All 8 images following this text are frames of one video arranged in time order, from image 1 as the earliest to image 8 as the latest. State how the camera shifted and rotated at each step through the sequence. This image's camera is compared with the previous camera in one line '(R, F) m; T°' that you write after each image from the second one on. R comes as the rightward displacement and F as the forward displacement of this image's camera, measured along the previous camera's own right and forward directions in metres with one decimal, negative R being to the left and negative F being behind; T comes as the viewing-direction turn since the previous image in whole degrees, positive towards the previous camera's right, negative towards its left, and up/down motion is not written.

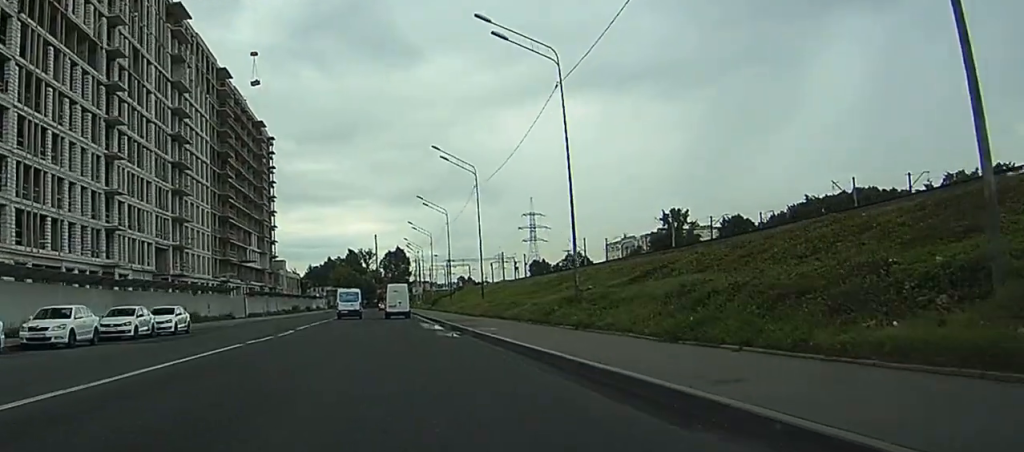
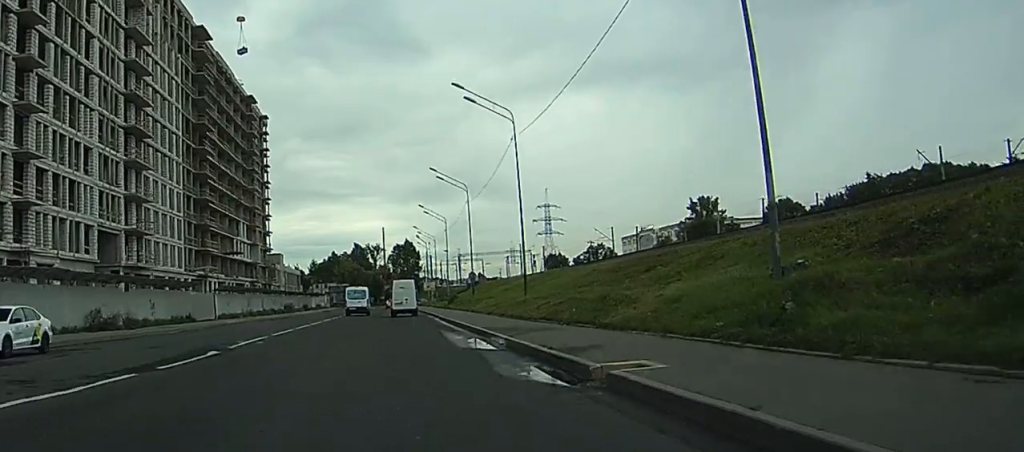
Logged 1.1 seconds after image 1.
(-0.6, +19.3) m; -1°
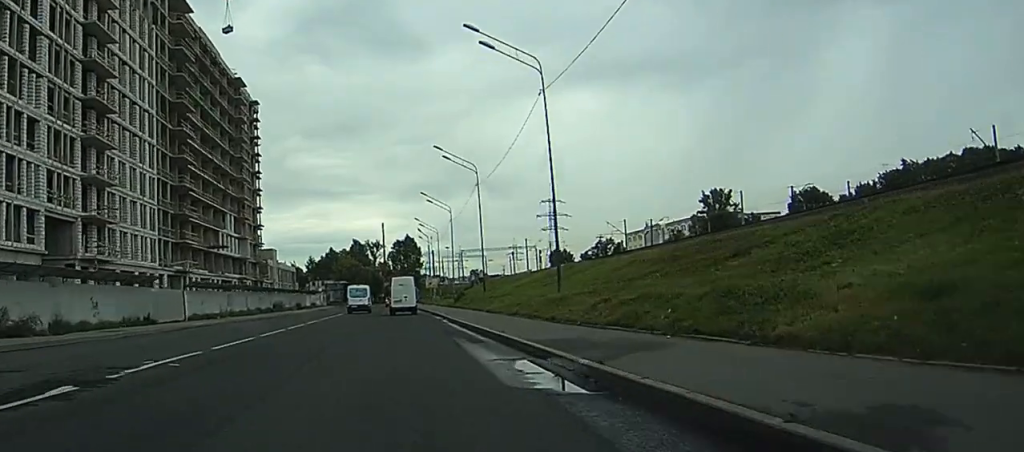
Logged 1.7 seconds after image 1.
(+0.1, +10.7) m; 0°
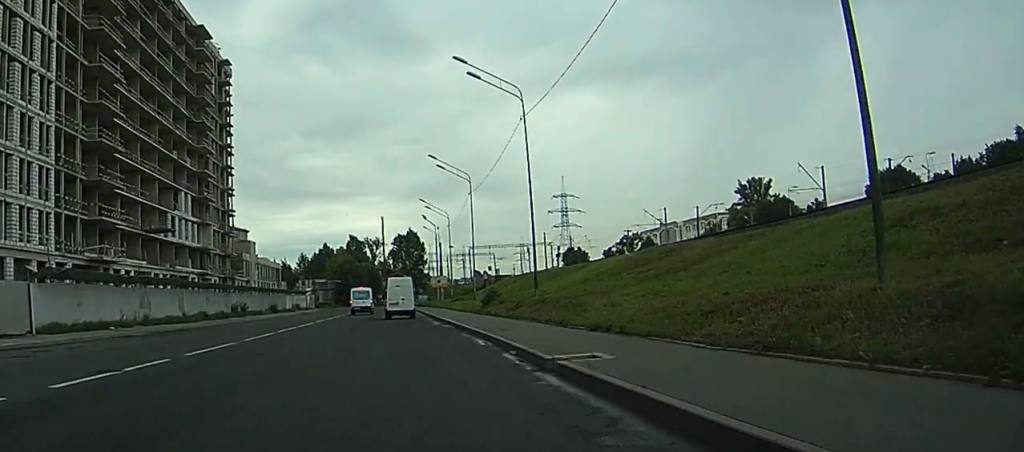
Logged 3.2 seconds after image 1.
(+0.2, +27.2) m; 0°
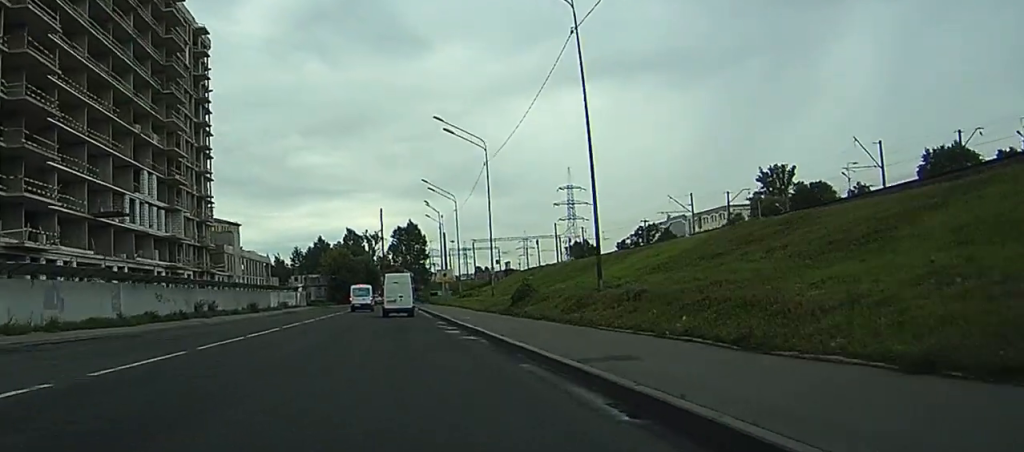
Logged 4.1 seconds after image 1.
(-0.1, +14.6) m; 0°
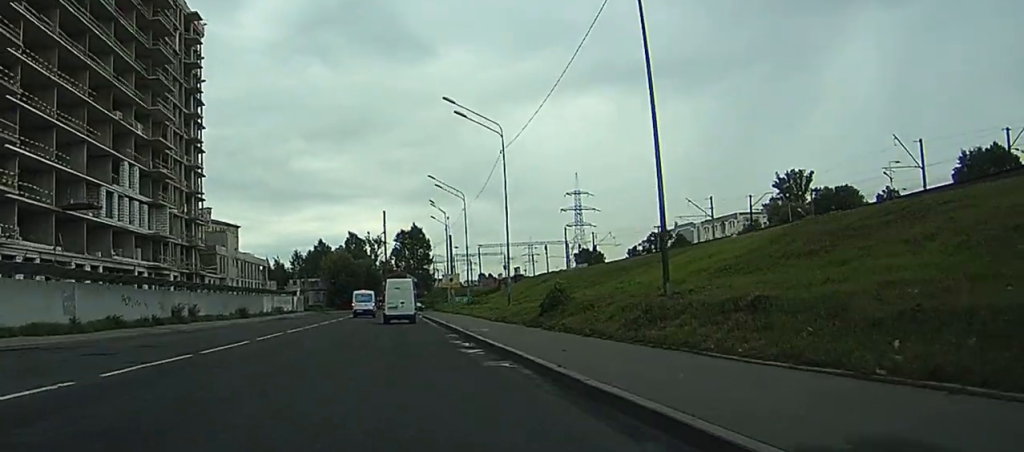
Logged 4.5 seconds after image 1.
(0.0, +7.5) m; 0°
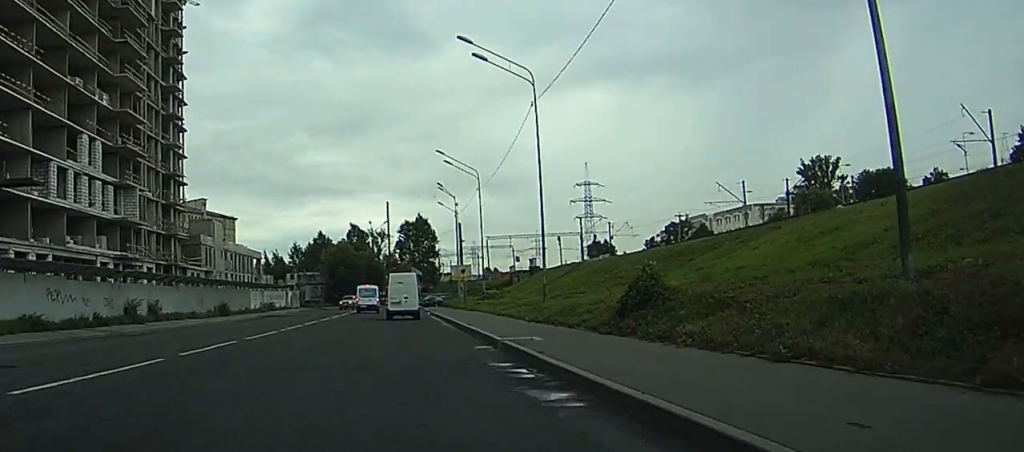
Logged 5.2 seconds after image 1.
(0.0, +11.5) m; 0°
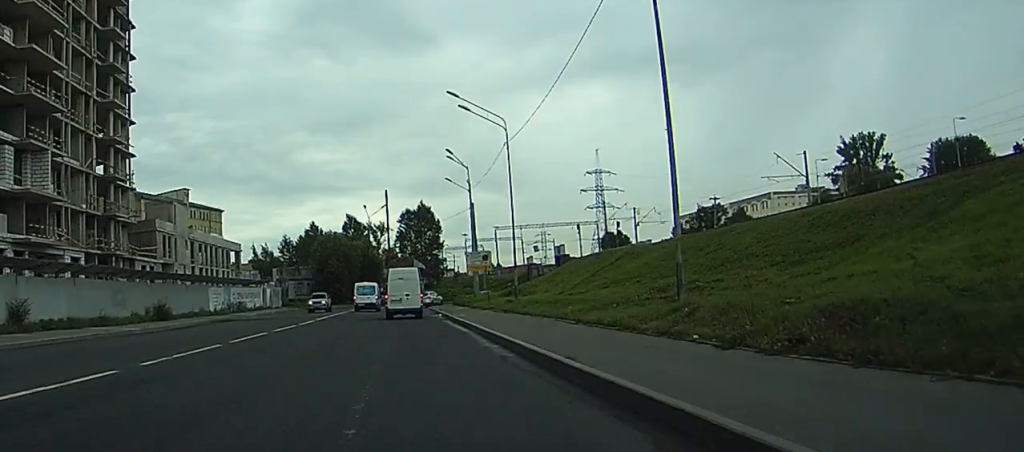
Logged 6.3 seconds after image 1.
(+0.1, +19.8) m; 0°
